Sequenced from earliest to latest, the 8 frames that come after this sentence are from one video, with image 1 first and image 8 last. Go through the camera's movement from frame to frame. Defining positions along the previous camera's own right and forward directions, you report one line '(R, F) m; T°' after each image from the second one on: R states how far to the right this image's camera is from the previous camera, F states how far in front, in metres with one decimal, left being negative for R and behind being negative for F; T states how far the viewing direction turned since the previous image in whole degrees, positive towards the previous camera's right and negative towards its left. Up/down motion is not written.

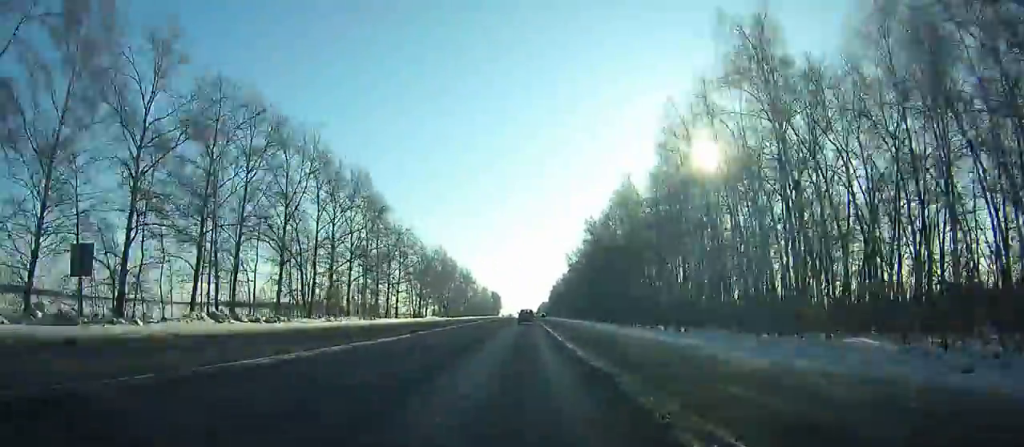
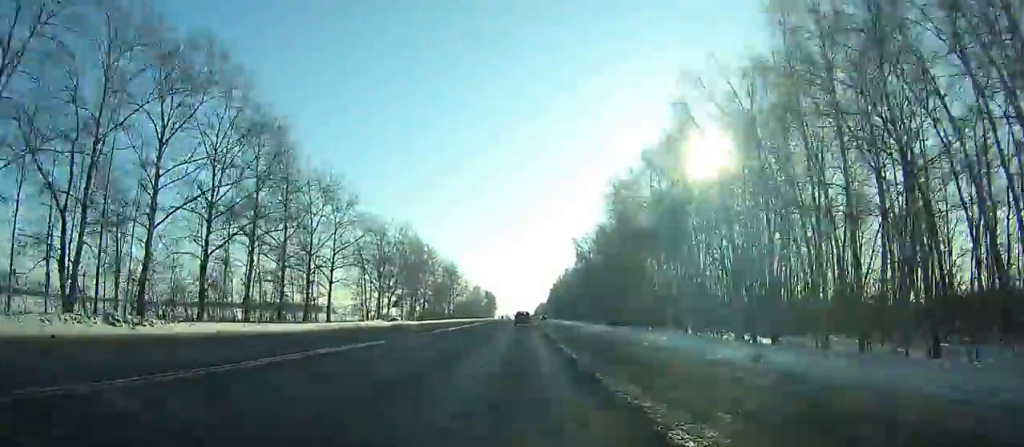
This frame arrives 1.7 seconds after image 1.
(0.0, +38.2) m; 0°
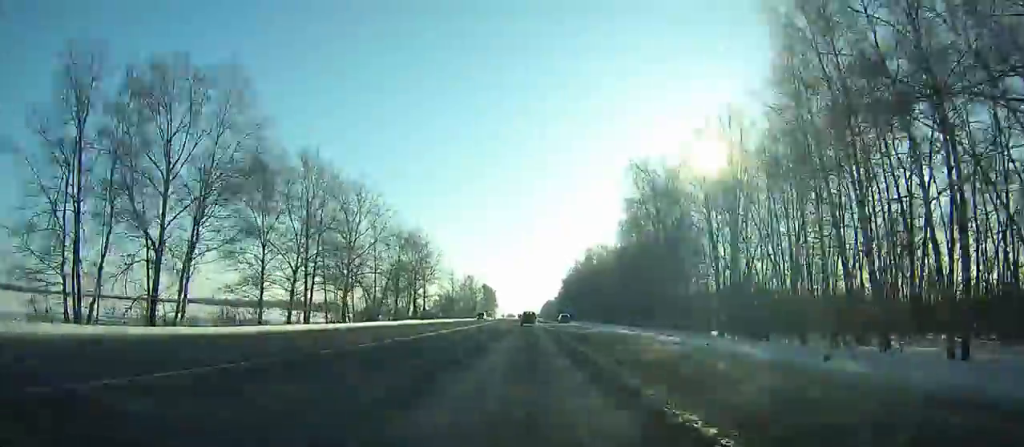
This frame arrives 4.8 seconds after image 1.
(-0.2, +70.1) m; 0°
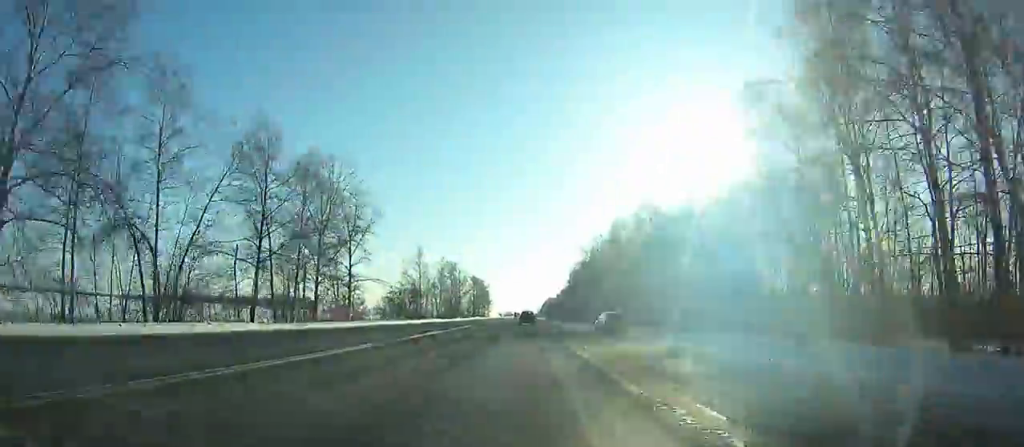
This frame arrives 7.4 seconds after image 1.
(-0.1, +59.4) m; 0°
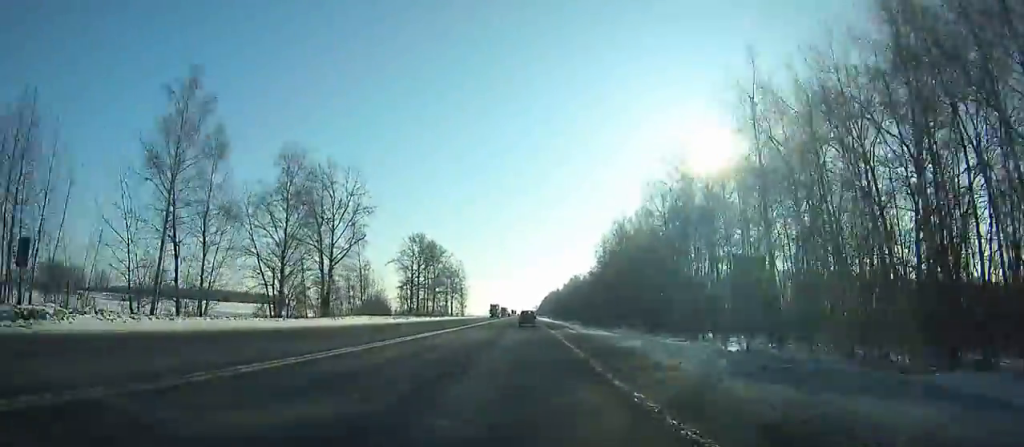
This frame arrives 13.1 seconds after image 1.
(+0.7, +132.5) m; +1°
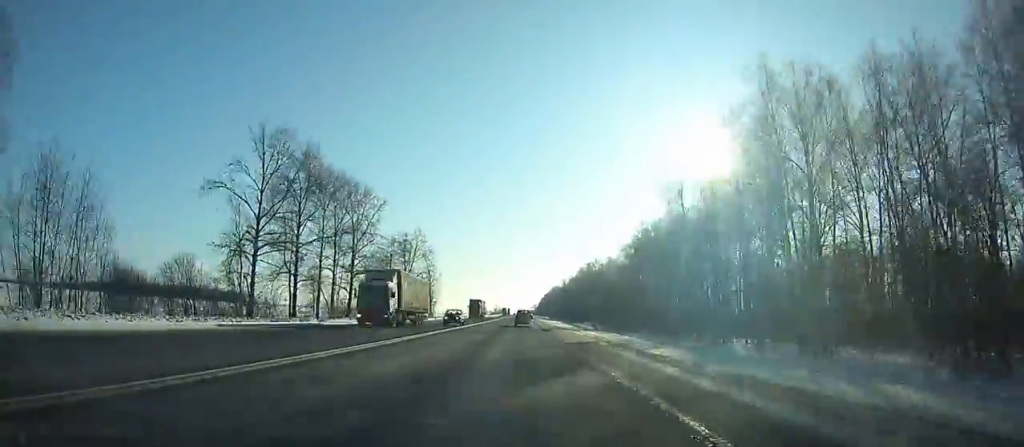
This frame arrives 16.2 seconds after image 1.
(0.0, +73.7) m; 0°
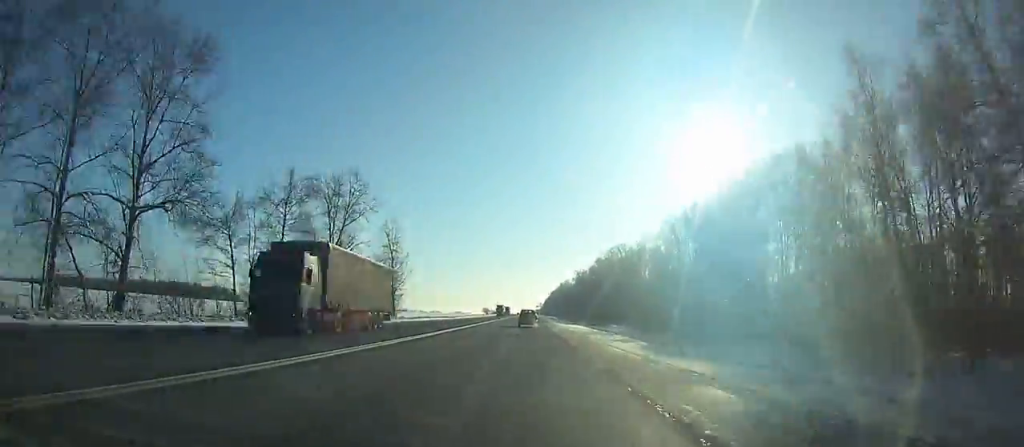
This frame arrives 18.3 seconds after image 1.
(-0.1, +50.6) m; 0°
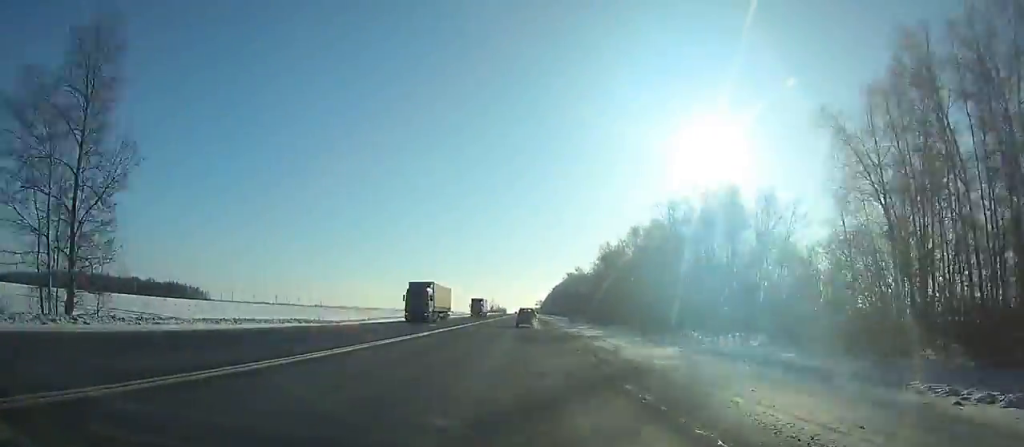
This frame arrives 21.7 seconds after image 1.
(+0.7, +83.0) m; 0°
